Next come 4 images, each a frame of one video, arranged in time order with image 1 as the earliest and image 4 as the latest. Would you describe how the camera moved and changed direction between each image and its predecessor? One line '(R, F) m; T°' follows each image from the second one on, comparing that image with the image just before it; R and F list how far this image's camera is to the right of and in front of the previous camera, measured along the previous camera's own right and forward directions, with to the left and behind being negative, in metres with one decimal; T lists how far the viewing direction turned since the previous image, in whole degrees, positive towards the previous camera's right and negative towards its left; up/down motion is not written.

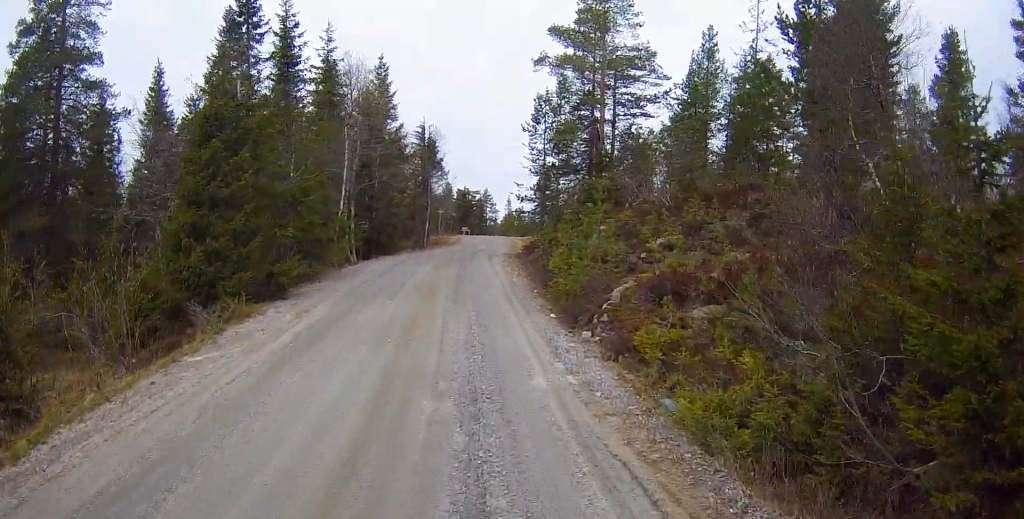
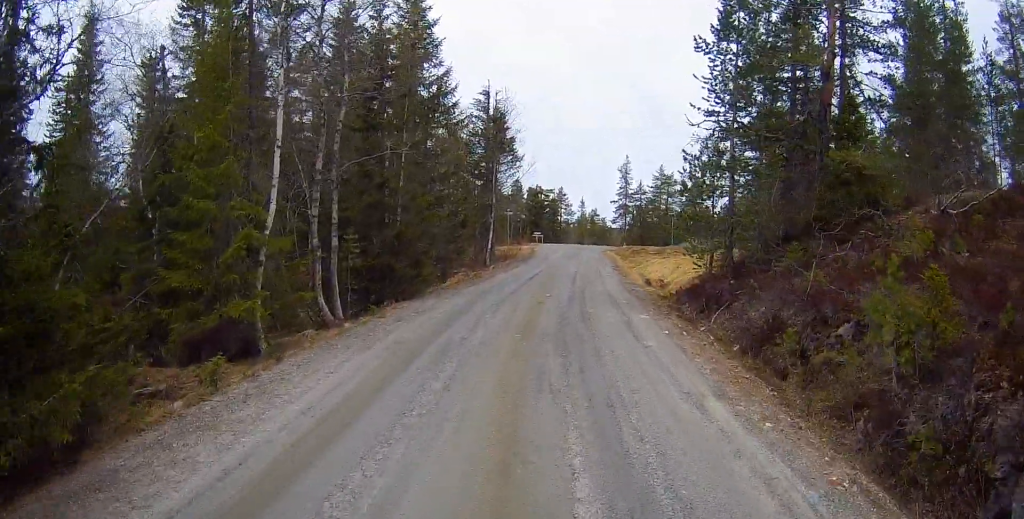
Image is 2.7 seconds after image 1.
(-0.2, +15.7) m; -1°
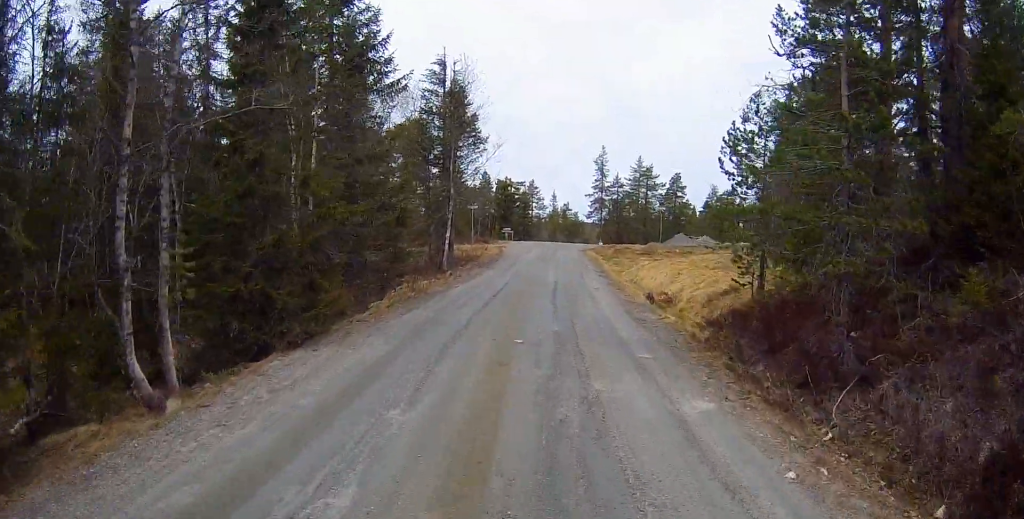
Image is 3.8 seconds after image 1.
(0.0, +6.8) m; +3°
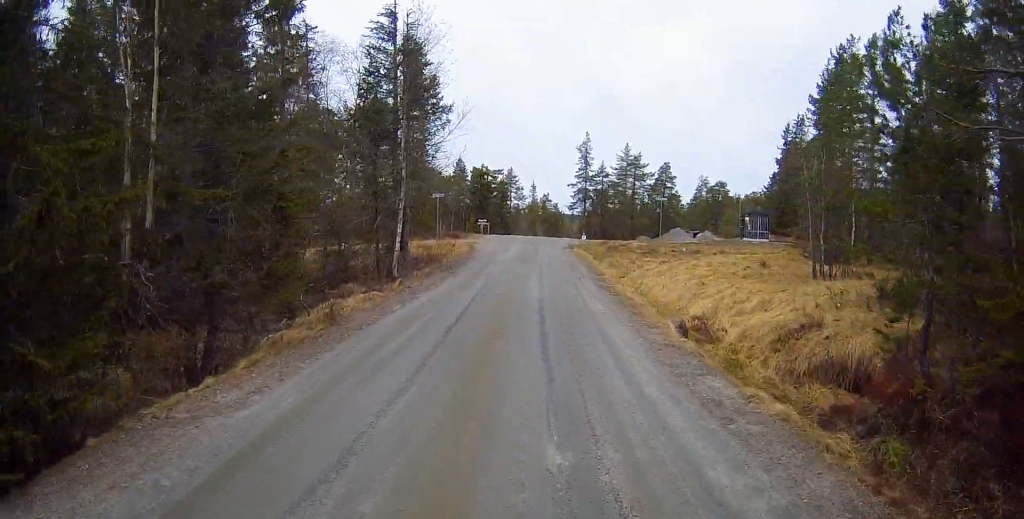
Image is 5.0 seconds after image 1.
(+0.4, +7.1) m; +3°
